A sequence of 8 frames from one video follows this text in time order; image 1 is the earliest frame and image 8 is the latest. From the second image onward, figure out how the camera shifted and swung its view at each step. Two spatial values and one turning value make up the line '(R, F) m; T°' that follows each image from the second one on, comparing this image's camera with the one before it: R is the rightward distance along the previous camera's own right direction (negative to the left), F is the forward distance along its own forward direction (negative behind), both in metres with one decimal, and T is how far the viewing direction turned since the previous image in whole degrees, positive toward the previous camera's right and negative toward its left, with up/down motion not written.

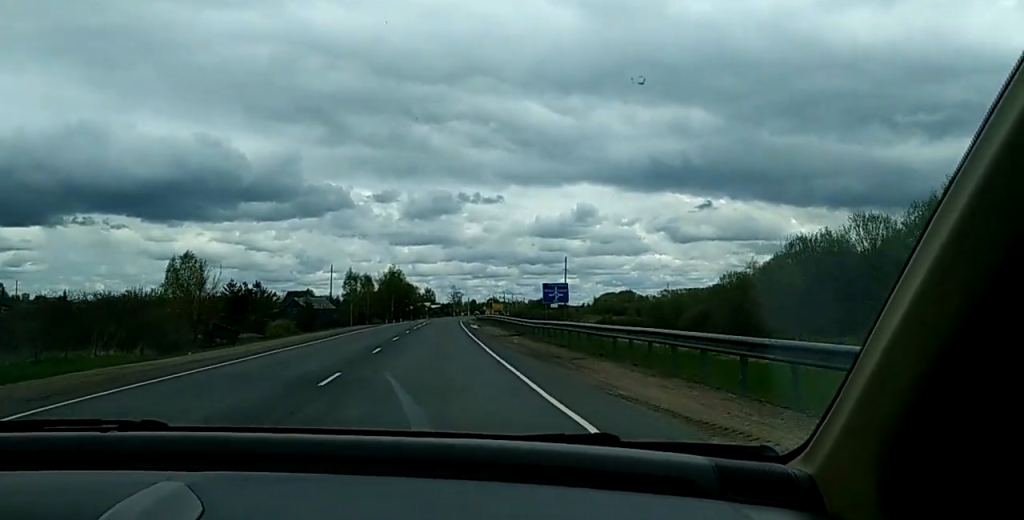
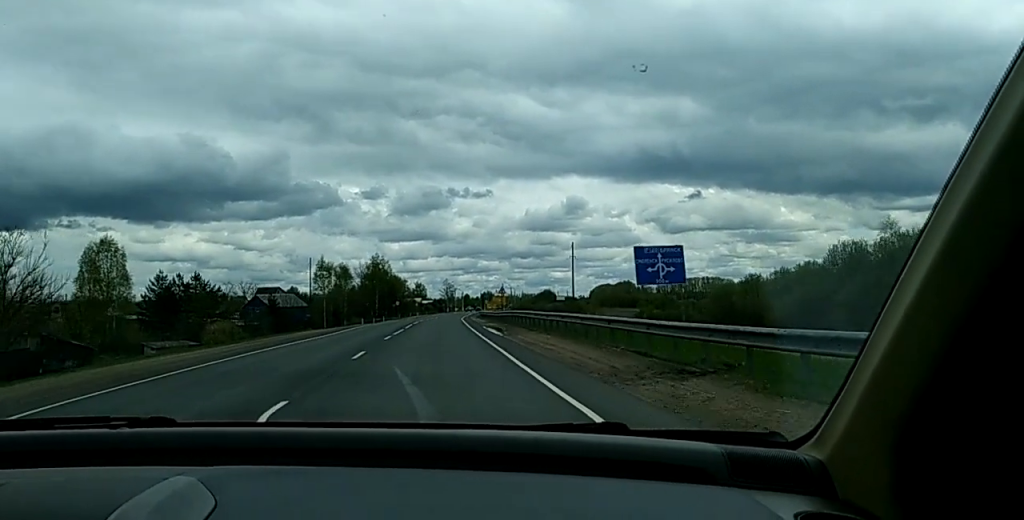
(-0.4, +29.9) m; 0°
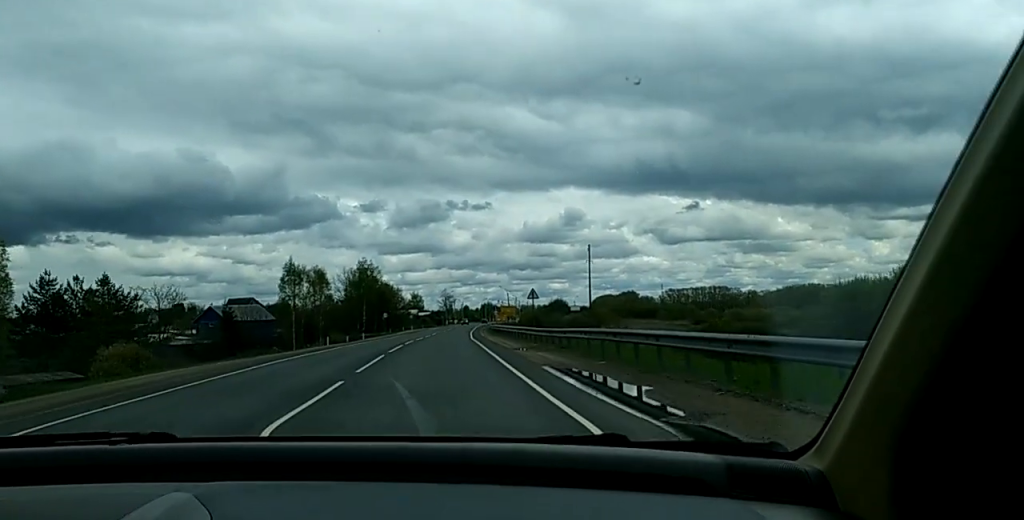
(+0.6, +29.6) m; +1°
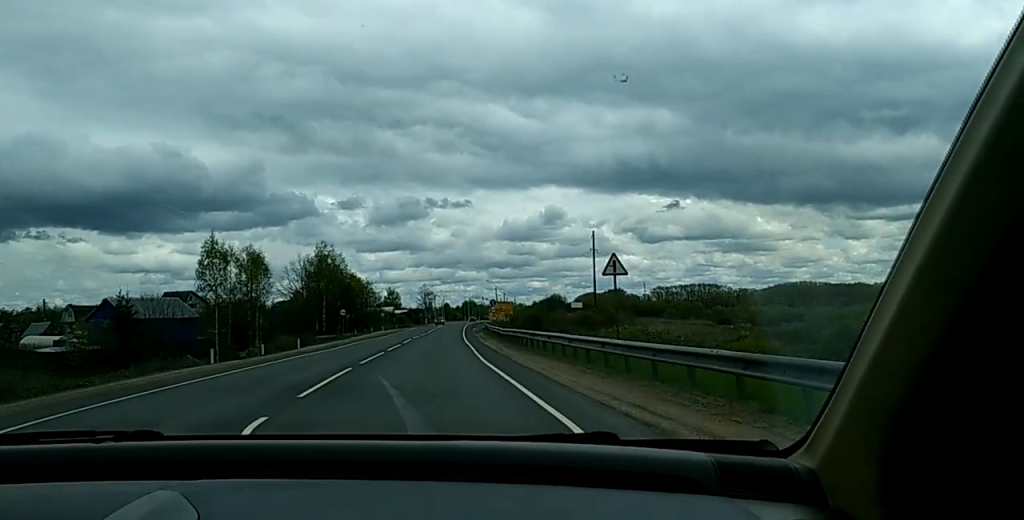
(0.0, +29.4) m; -1°
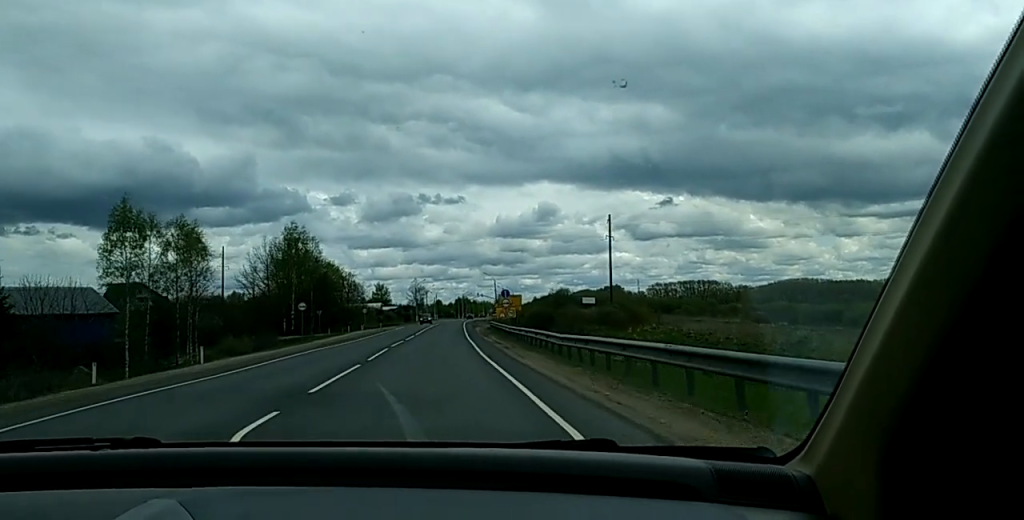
(-0.4, +23.0) m; +1°
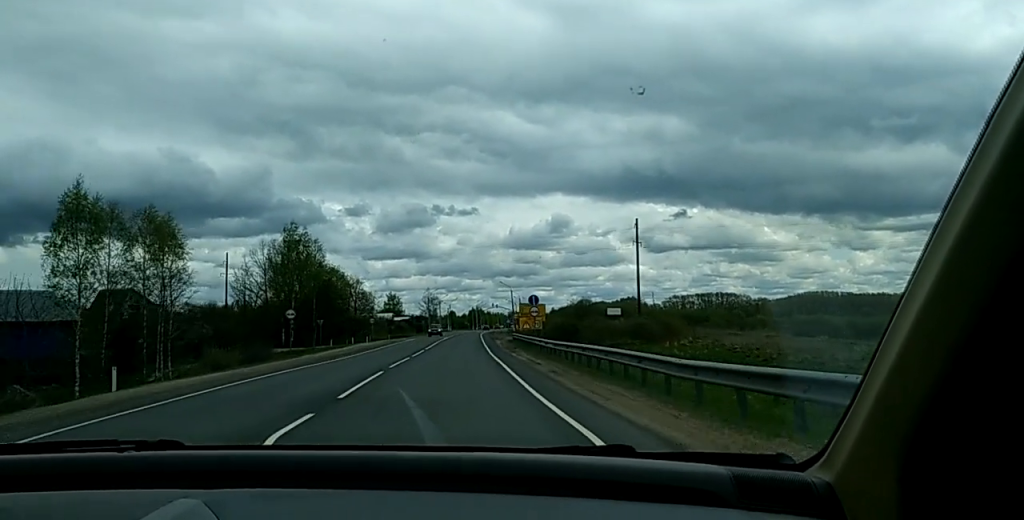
(+0.1, +11.3) m; +1°
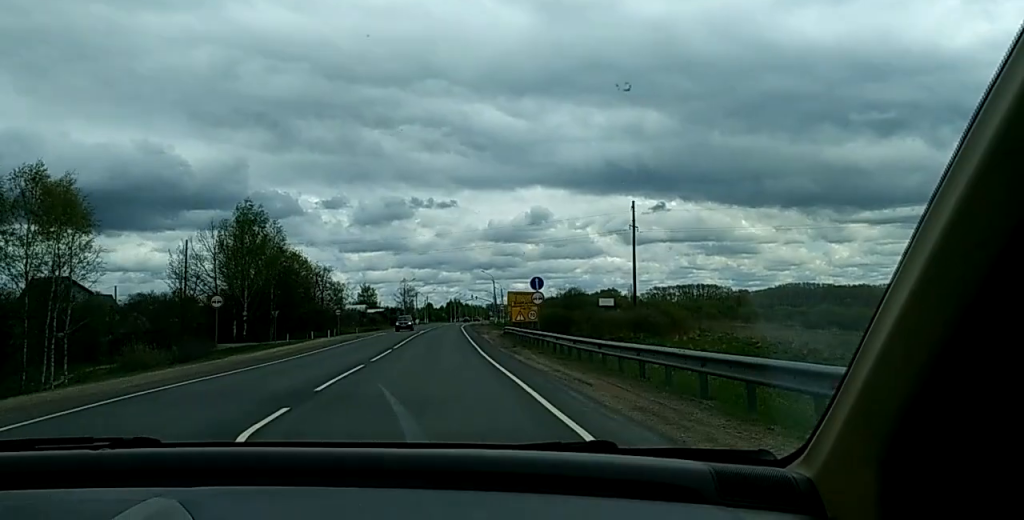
(+0.5, +13.3) m; +1°
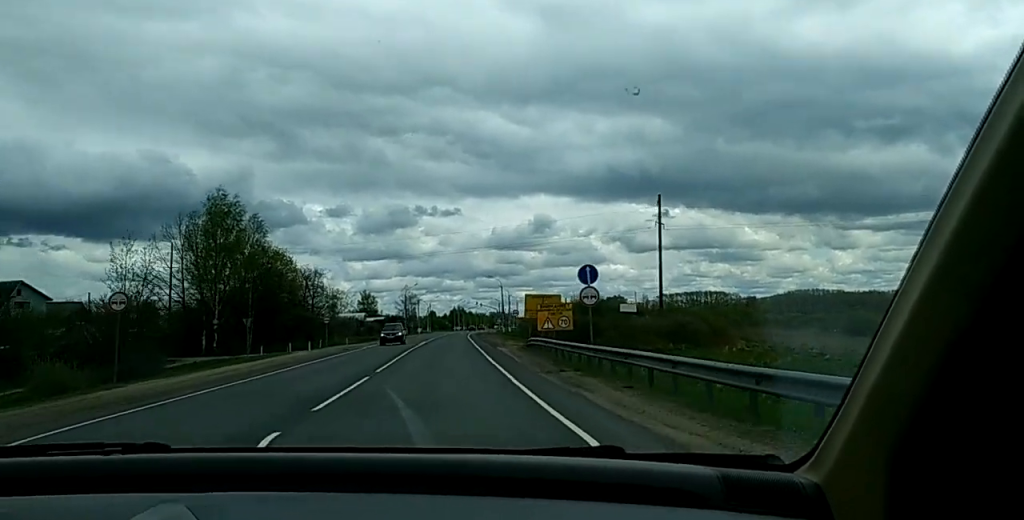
(0.0, +13.9) m; 0°
